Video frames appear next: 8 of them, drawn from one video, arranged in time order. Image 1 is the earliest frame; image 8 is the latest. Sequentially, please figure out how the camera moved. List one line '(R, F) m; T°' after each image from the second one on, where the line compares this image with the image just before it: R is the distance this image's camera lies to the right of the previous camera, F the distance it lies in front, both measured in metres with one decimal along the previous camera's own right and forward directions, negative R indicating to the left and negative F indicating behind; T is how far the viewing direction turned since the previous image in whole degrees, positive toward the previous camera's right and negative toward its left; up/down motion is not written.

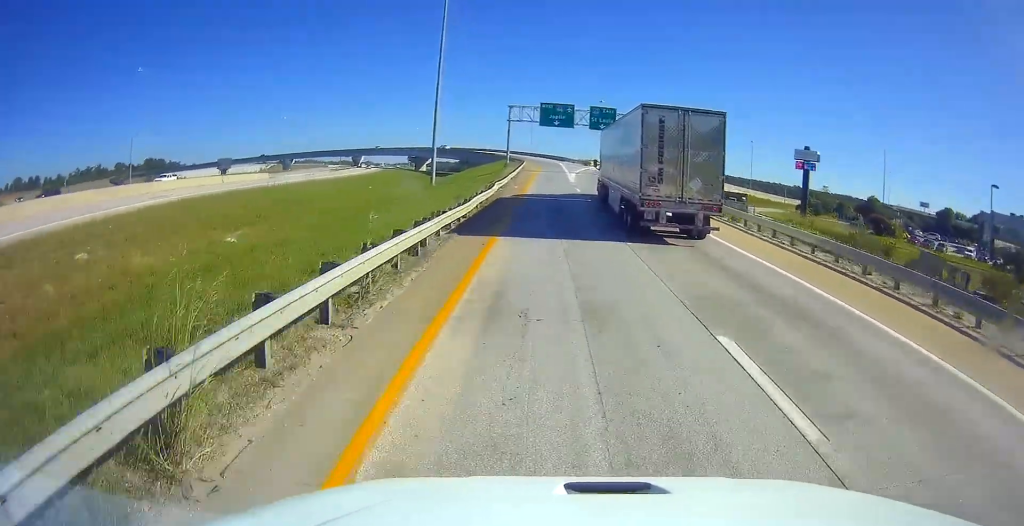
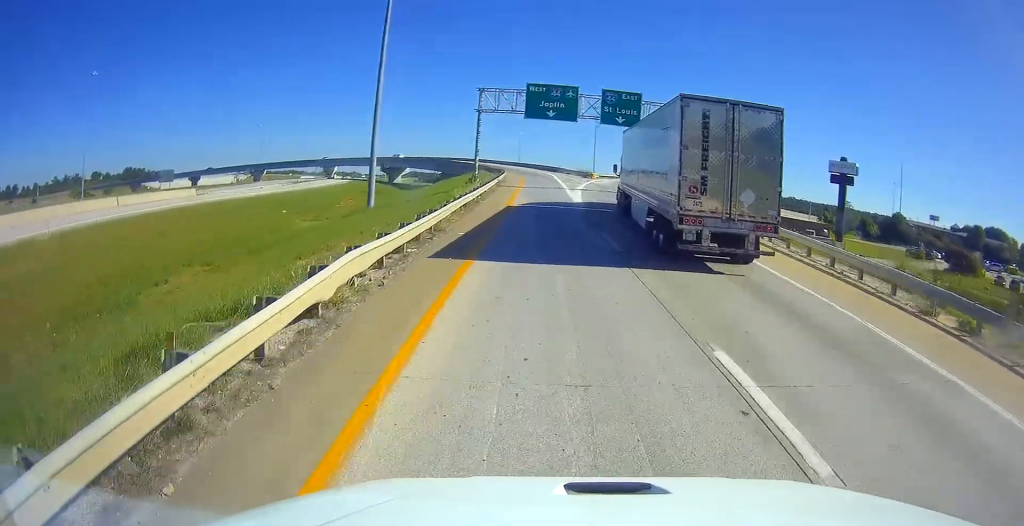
(+0.1, +24.7) m; 0°
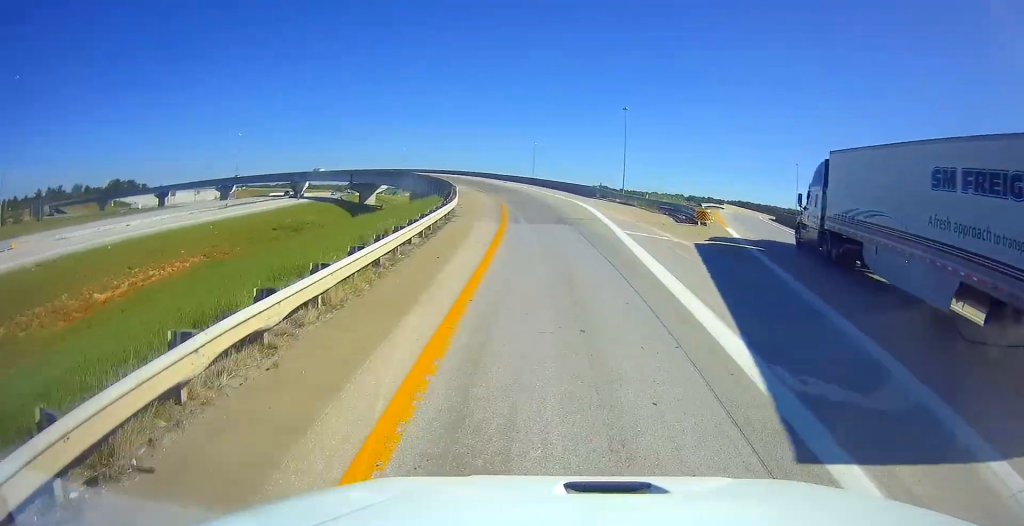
(-1.1, +51.5) m; -3°
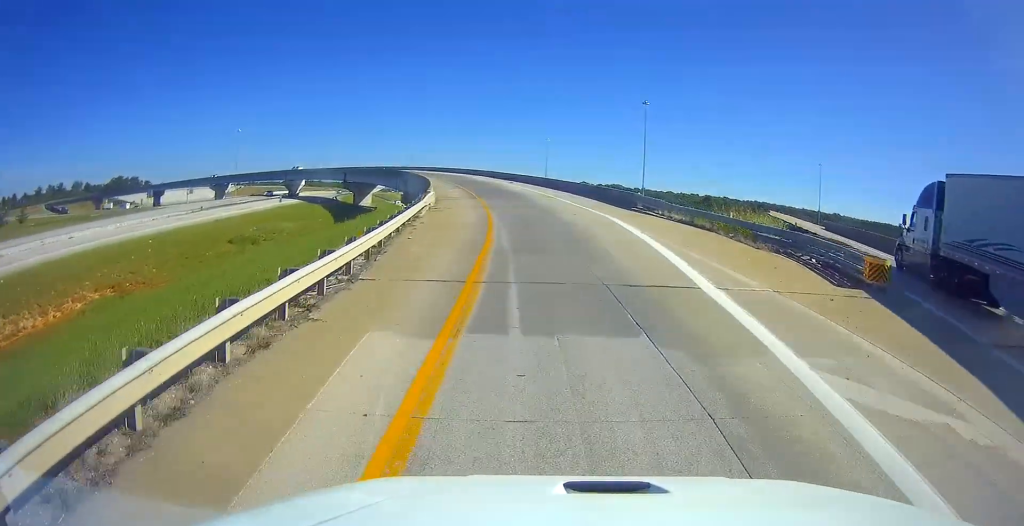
(-0.2, +15.7) m; -2°
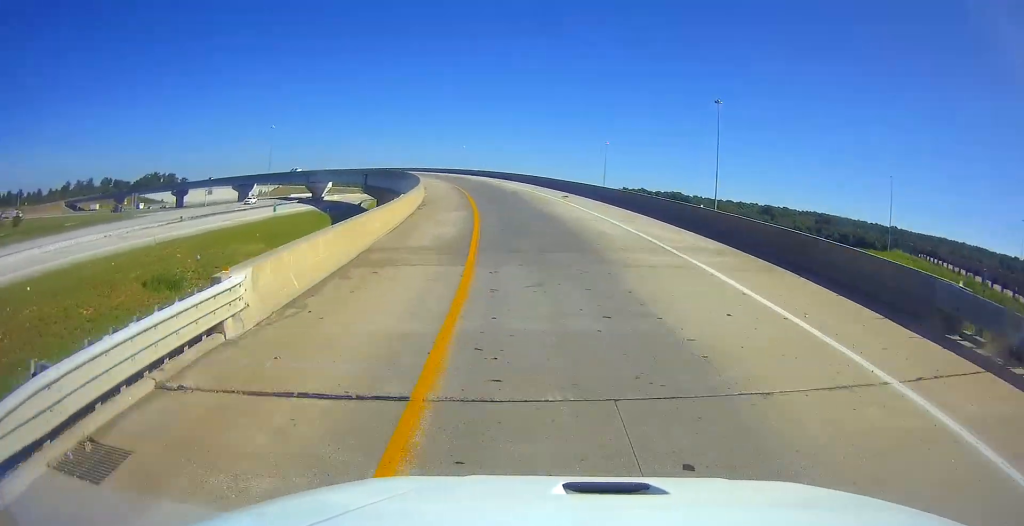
(-0.6, +25.2) m; -6°
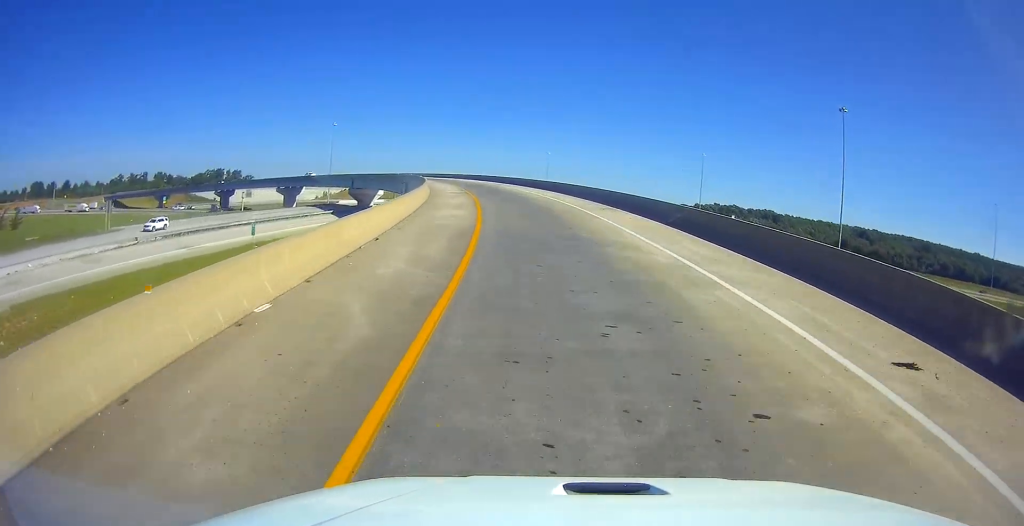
(-2.8, +31.9) m; -8°
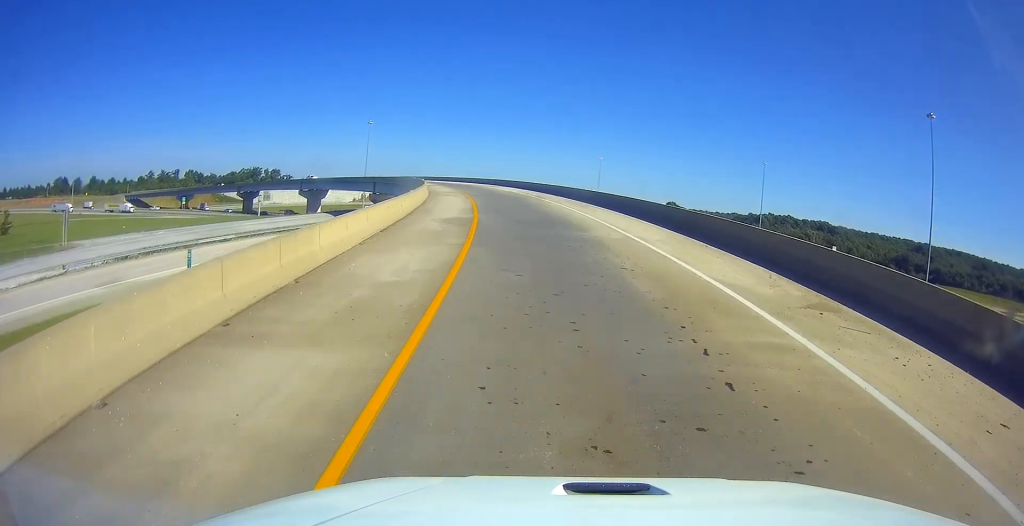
(-0.3, +21.6) m; -5°
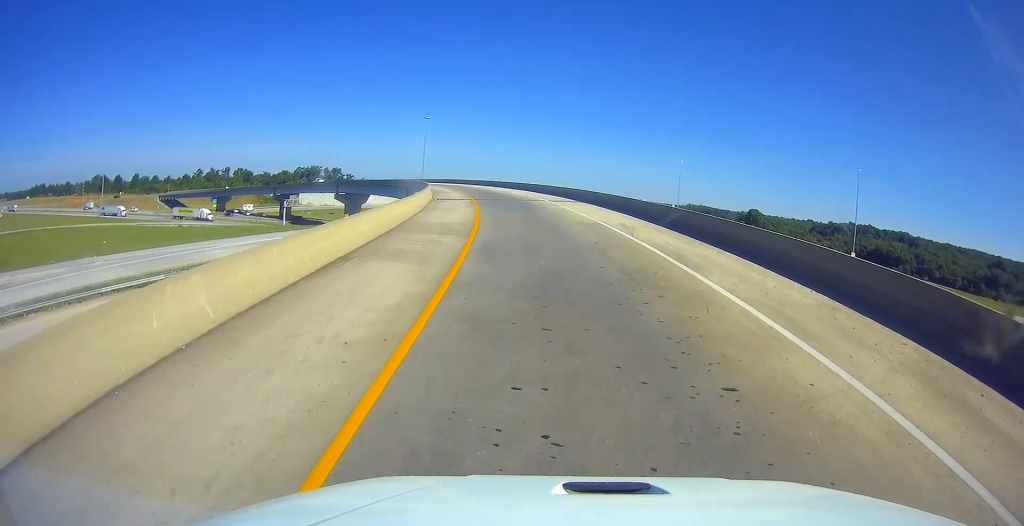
(-2.7, +30.1) m; -7°
